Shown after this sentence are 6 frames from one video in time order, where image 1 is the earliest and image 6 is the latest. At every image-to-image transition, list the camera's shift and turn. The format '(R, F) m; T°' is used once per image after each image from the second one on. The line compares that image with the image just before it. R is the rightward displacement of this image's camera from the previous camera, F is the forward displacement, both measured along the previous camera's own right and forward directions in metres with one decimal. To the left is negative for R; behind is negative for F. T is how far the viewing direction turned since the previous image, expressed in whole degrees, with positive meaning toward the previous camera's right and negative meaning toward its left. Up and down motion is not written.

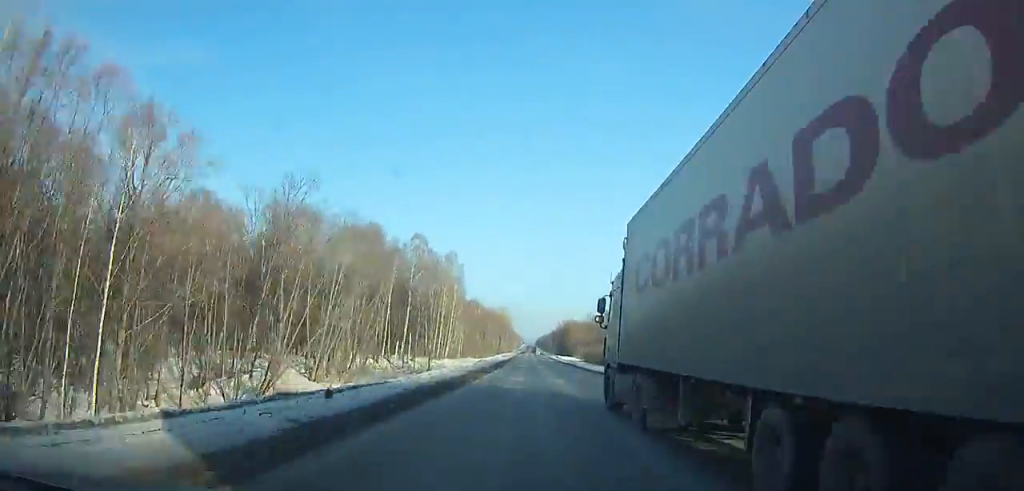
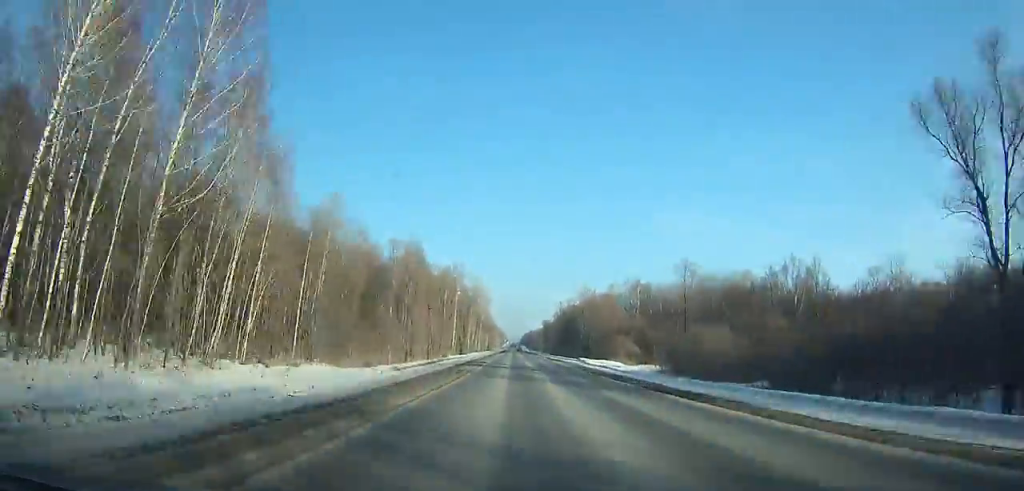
(+1.5, +116.5) m; +1°
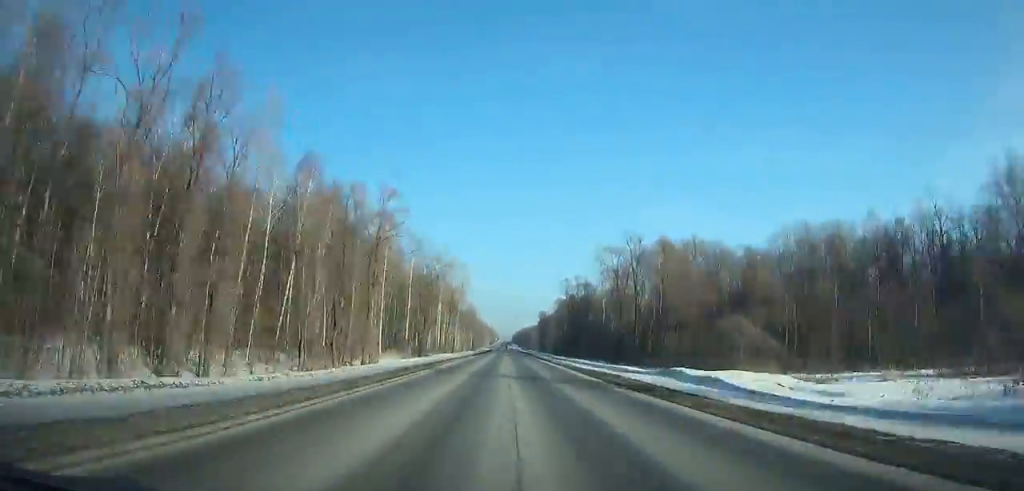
(+0.3, +58.0) m; 0°
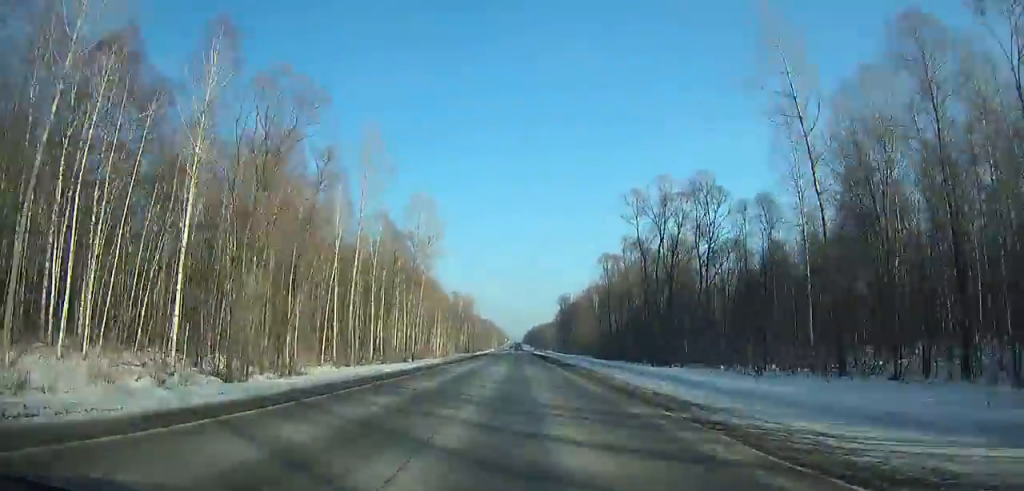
(-0.3, +77.6) m; 0°
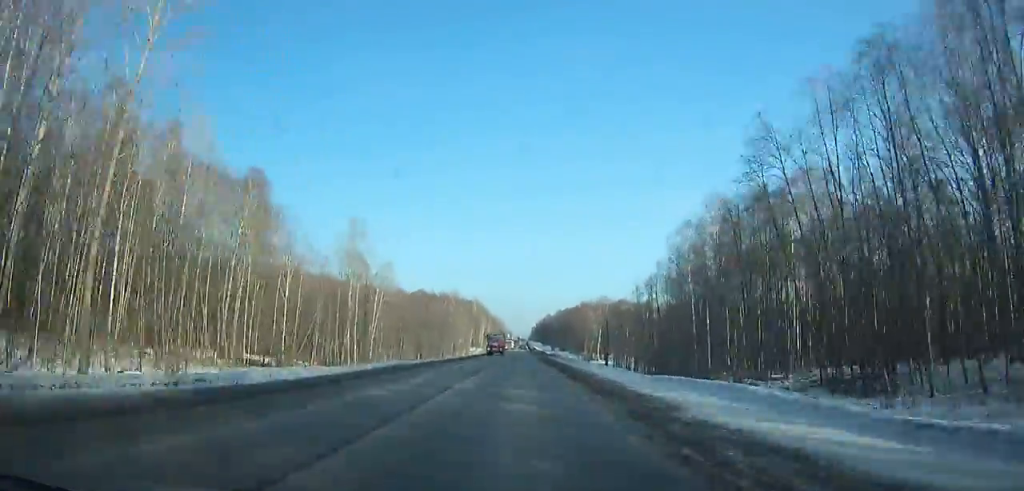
(-2.3, +231.4) m; -1°
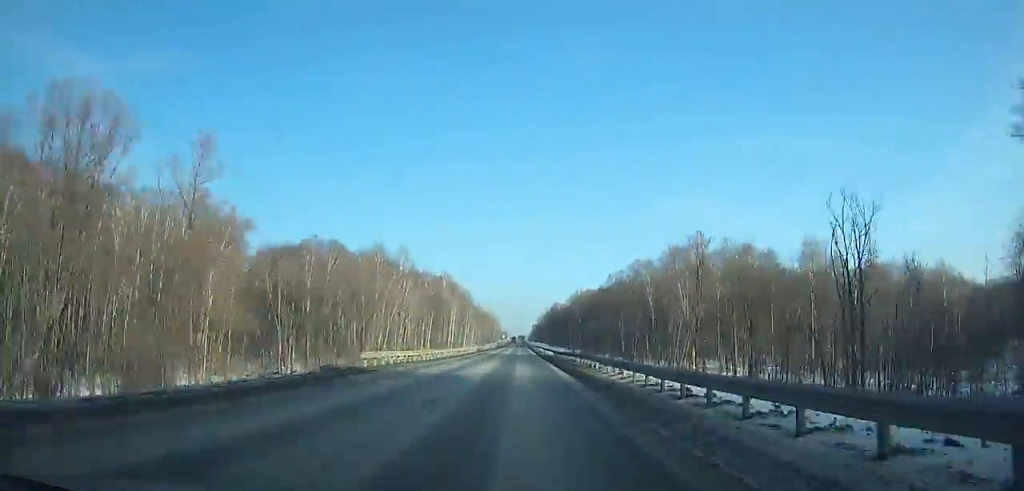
(+3.8, +137.4) m; +2°
